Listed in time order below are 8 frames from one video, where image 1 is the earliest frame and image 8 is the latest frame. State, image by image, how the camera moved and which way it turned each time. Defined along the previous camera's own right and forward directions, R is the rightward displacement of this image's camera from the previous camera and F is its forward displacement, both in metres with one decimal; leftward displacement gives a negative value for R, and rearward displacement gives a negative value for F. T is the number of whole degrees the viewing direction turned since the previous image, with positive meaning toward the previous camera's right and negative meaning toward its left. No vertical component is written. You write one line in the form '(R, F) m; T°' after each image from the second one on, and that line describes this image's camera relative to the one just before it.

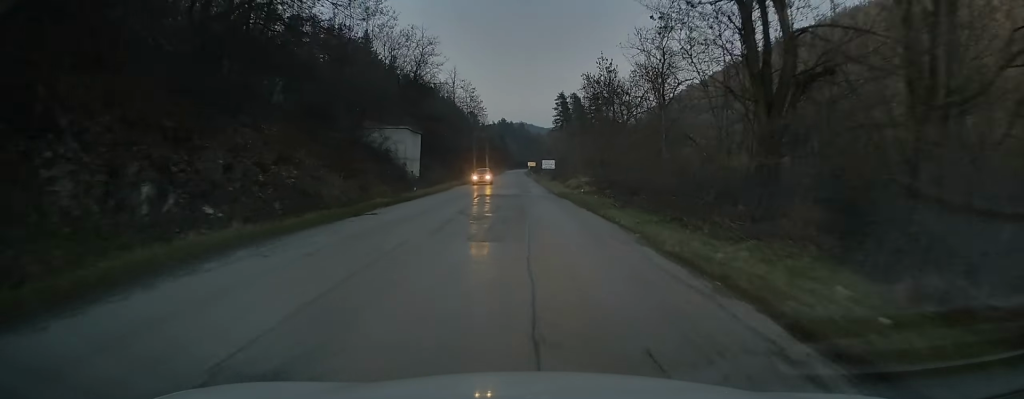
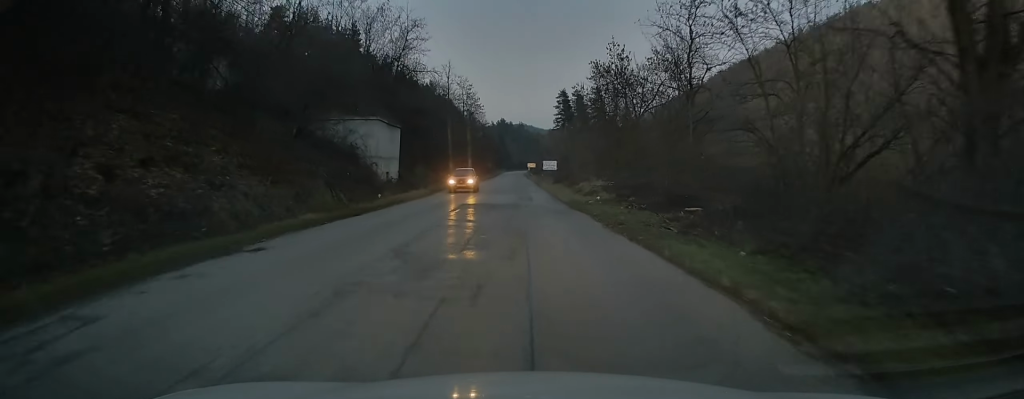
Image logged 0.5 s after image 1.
(0.0, +8.4) m; 0°
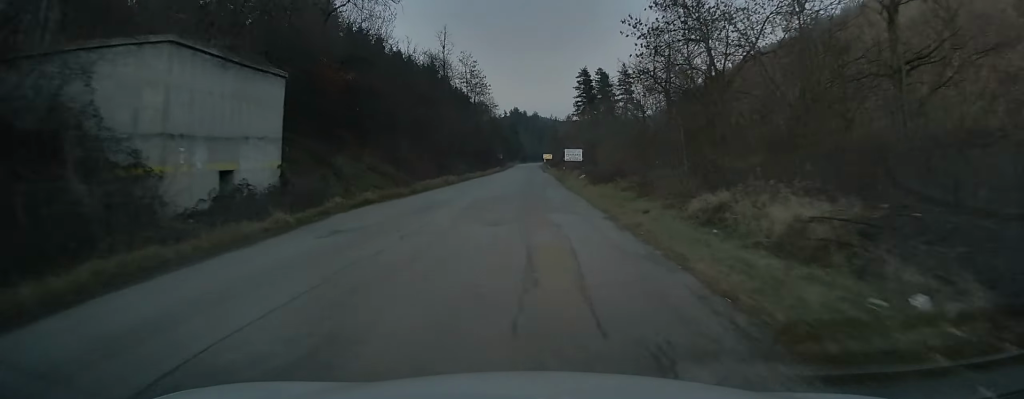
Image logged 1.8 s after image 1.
(0.0, +23.0) m; -1°
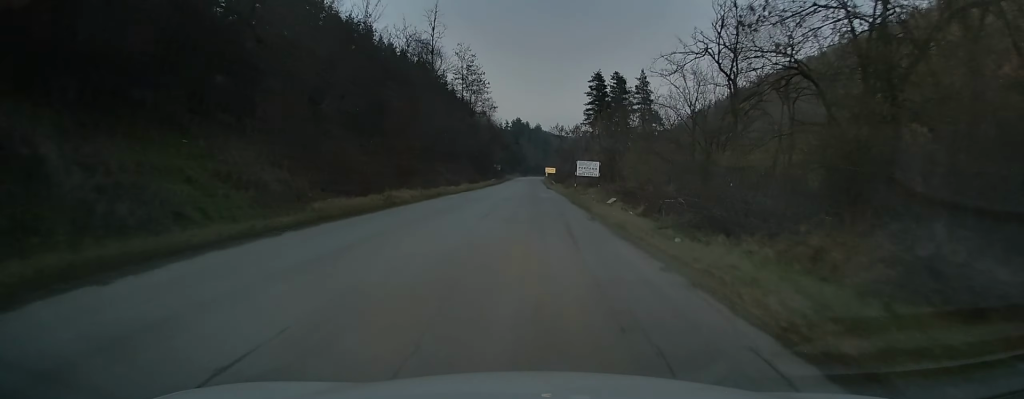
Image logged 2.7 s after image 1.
(-0.1, +17.2) m; -1°
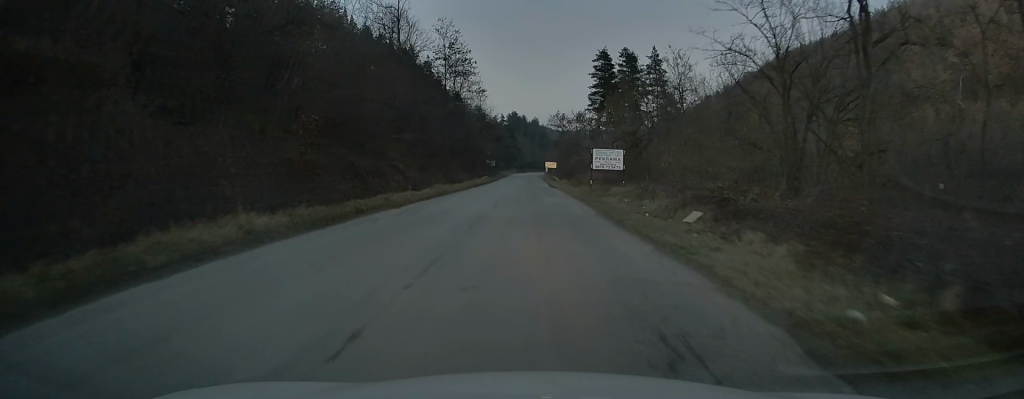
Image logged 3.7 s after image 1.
(-0.2, +16.8) m; 0°
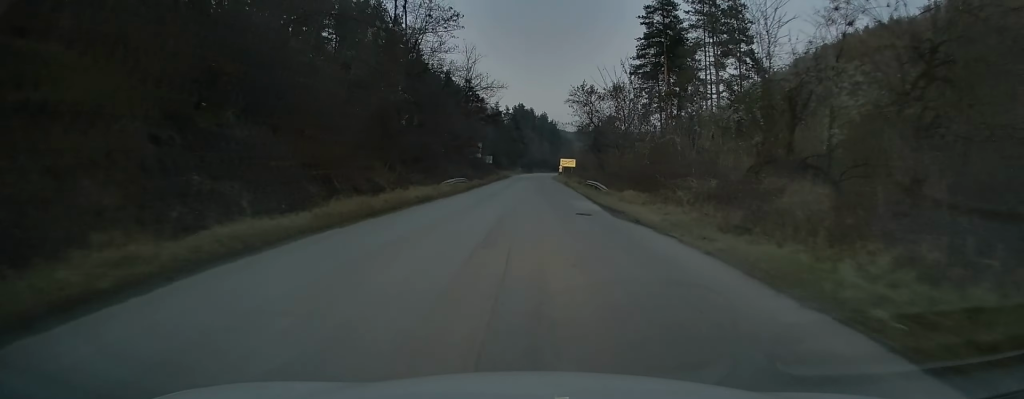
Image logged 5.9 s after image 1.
(0.0, +40.0) m; 0°
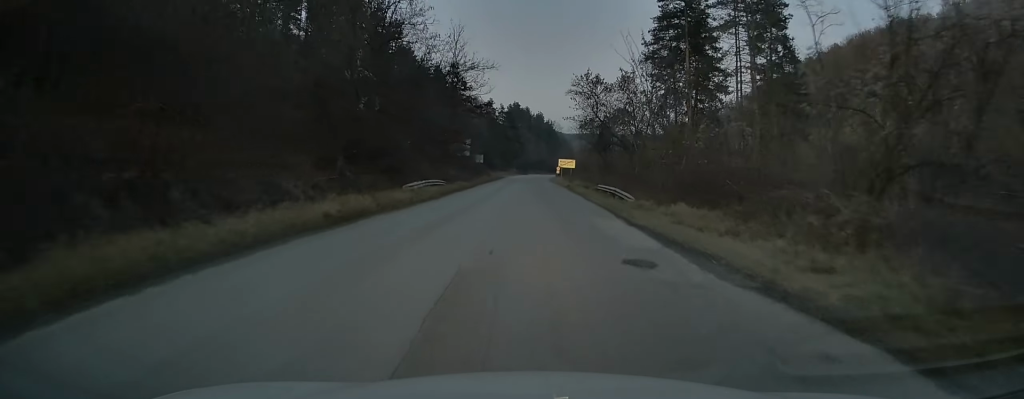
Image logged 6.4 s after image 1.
(+0.1, +10.4) m; 0°
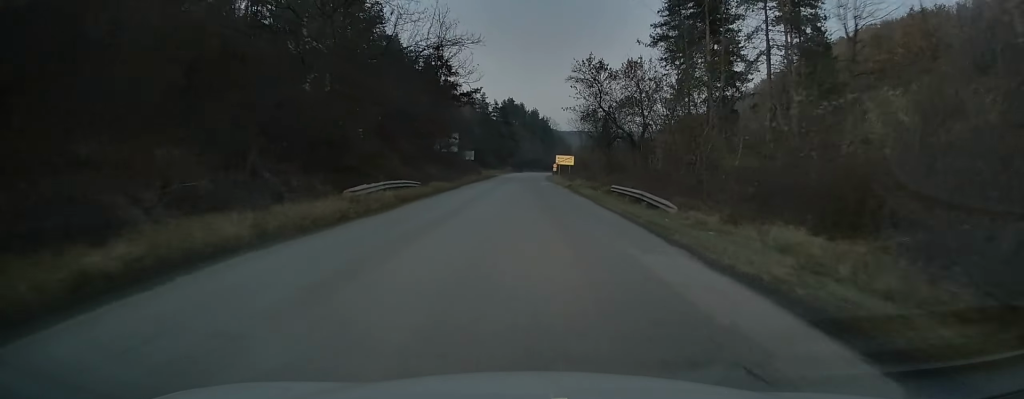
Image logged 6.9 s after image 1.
(0.0, +8.0) m; 0°
